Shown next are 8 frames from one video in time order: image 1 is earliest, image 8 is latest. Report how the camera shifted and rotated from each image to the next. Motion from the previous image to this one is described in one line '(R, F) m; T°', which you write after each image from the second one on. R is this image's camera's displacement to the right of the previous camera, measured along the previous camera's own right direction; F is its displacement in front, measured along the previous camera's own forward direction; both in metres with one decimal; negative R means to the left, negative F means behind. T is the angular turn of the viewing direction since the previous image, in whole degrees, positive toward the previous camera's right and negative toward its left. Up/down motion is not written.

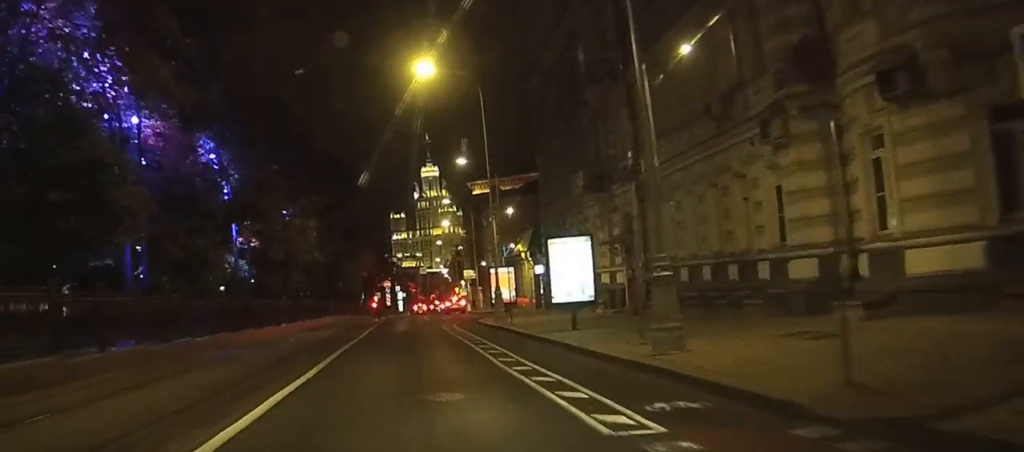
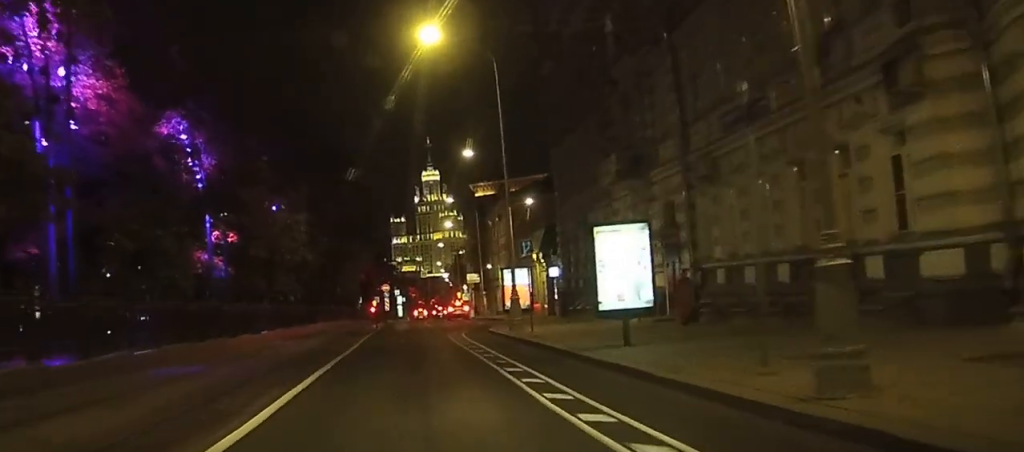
(-0.1, +5.4) m; -1°
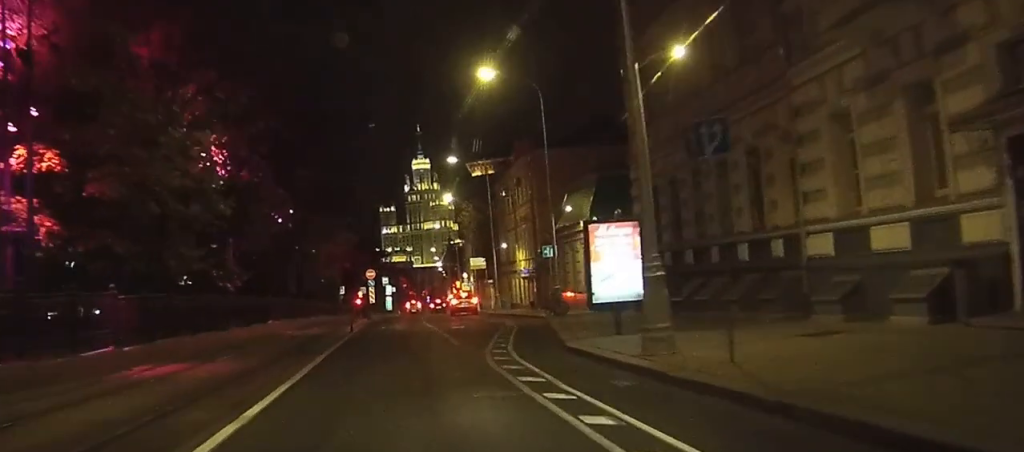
(-0.2, +17.7) m; 0°
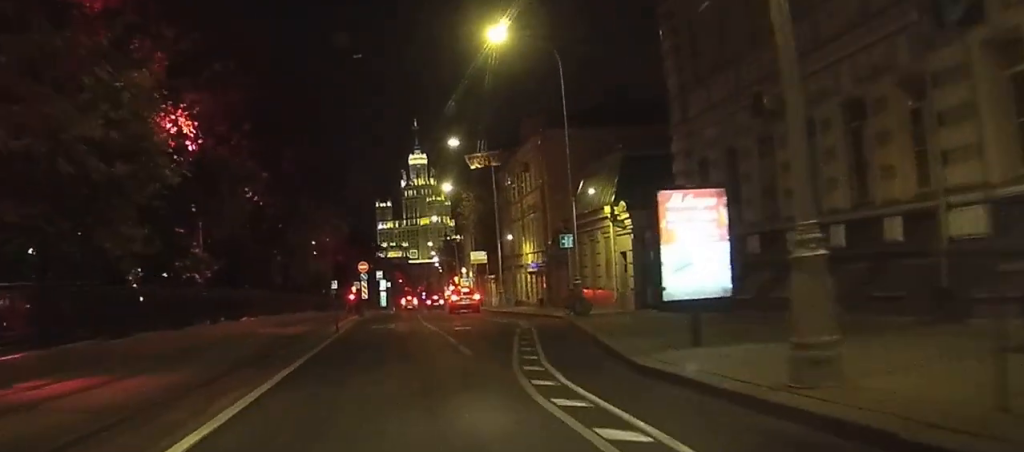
(0.0, +5.3) m; 0°
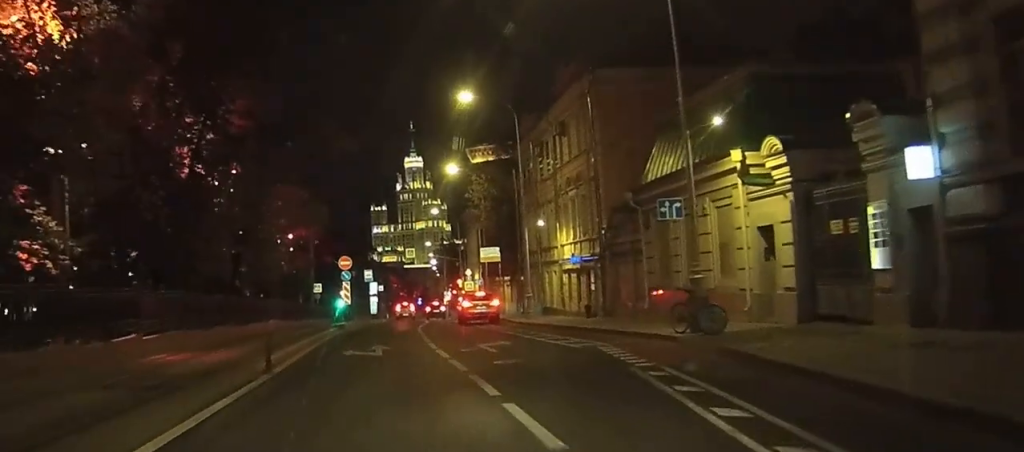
(-0.1, +14.4) m; 0°
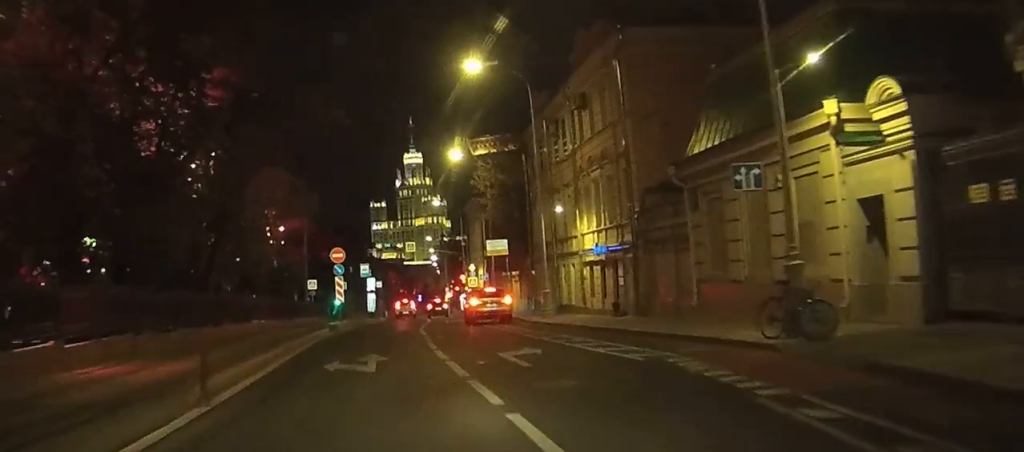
(0.0, +5.3) m; 0°
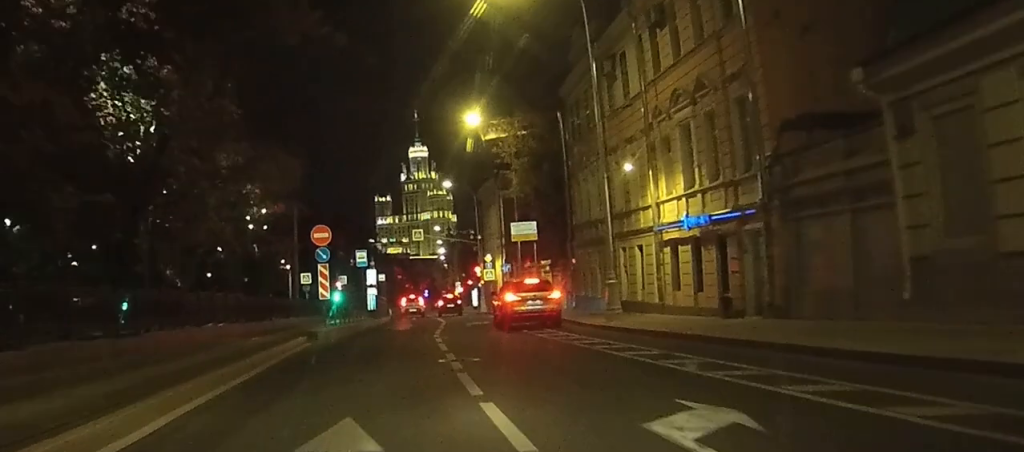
(0.0, +11.8) m; -1°
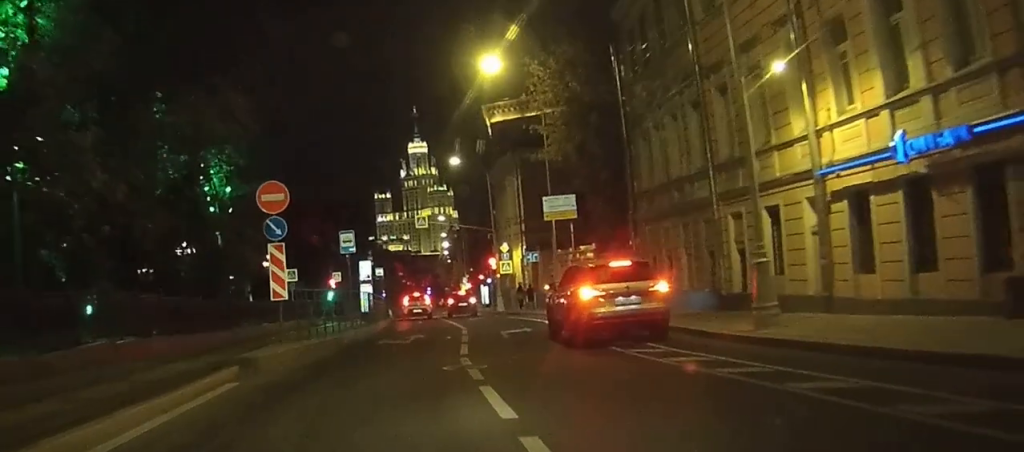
(-0.2, +12.6) m; -2°
